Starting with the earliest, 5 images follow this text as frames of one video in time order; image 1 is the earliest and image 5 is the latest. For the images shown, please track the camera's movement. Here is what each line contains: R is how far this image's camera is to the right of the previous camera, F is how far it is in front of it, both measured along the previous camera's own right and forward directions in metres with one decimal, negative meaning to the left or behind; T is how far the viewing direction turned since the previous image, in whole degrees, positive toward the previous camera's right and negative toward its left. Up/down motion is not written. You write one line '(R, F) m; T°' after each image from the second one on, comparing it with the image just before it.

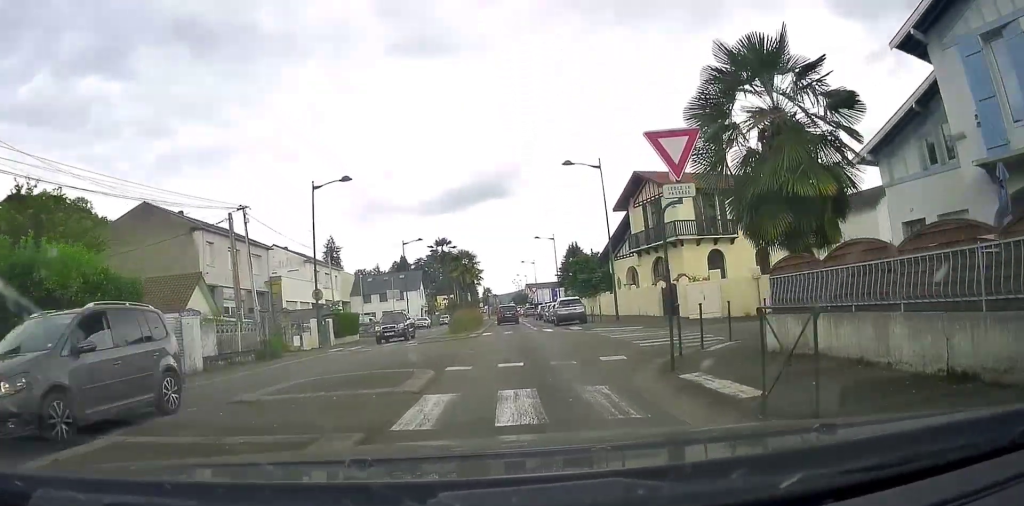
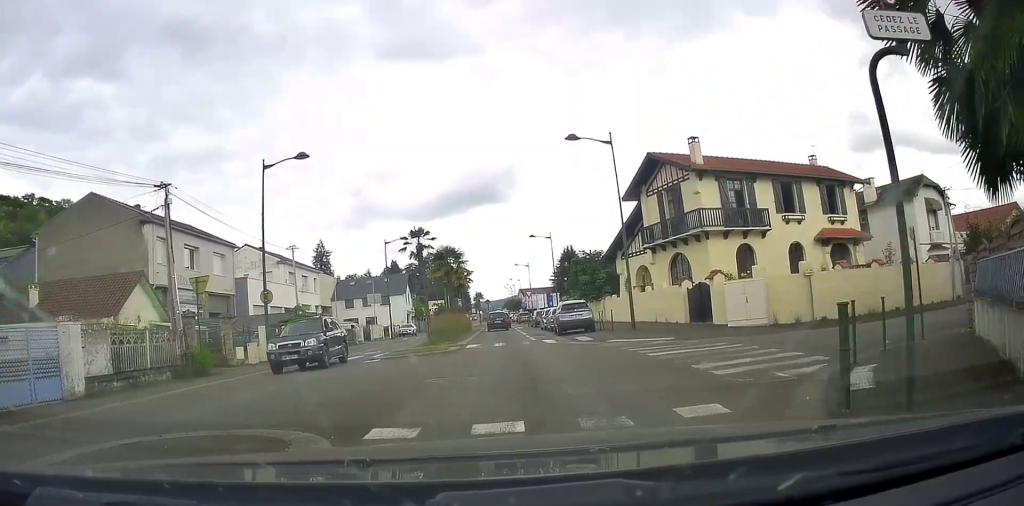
(+0.3, +7.2) m; +3°
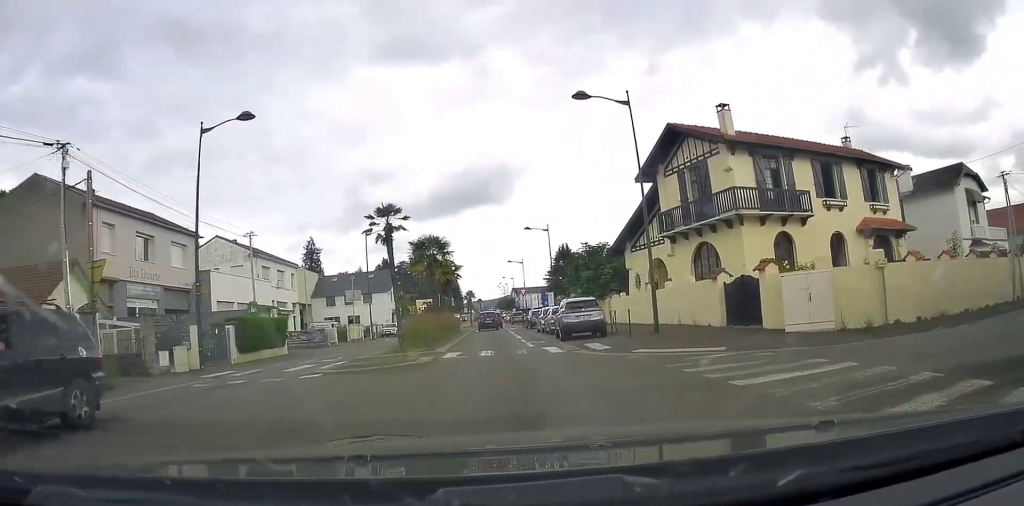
(+0.1, +6.0) m; -1°
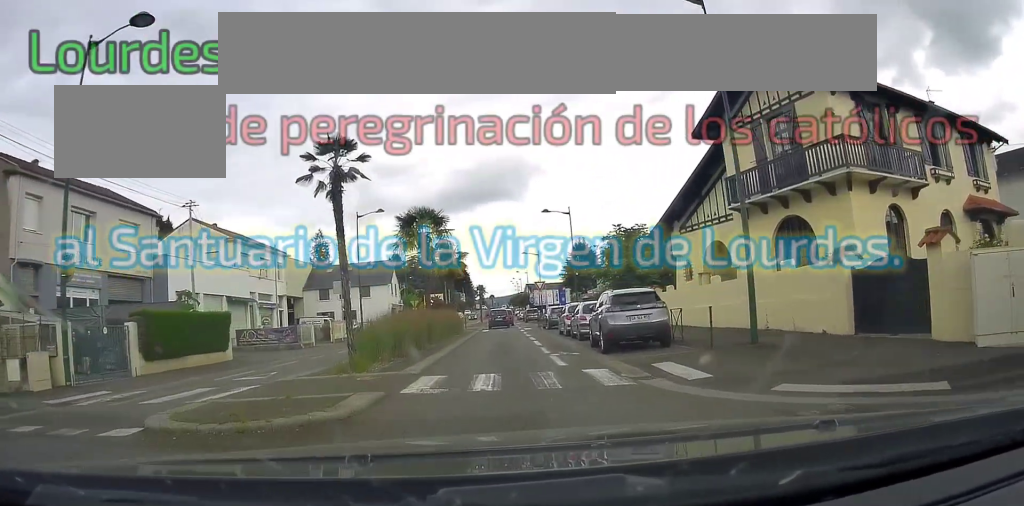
(-0.3, +7.5) m; -4°
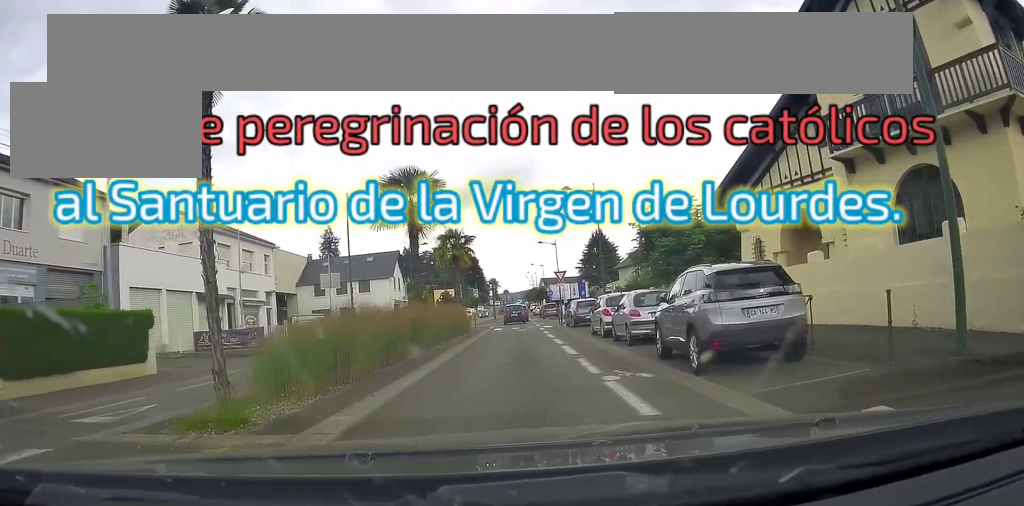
(0.0, +6.1) m; 0°
